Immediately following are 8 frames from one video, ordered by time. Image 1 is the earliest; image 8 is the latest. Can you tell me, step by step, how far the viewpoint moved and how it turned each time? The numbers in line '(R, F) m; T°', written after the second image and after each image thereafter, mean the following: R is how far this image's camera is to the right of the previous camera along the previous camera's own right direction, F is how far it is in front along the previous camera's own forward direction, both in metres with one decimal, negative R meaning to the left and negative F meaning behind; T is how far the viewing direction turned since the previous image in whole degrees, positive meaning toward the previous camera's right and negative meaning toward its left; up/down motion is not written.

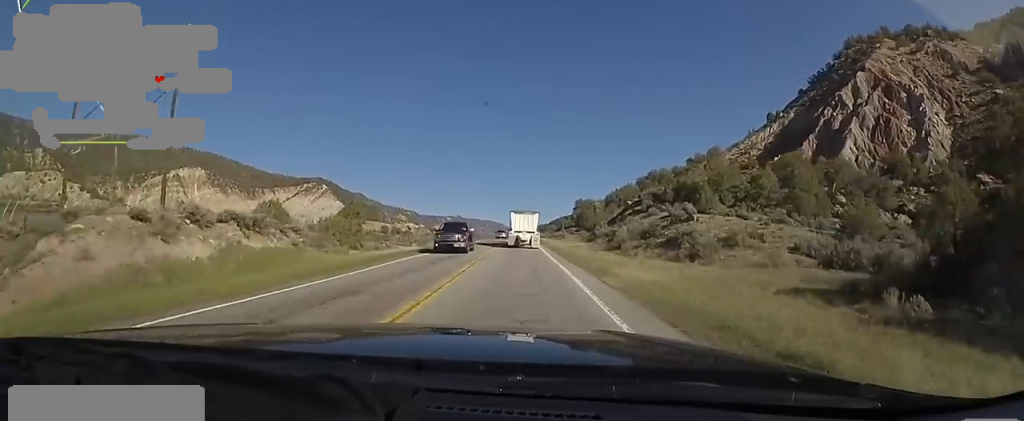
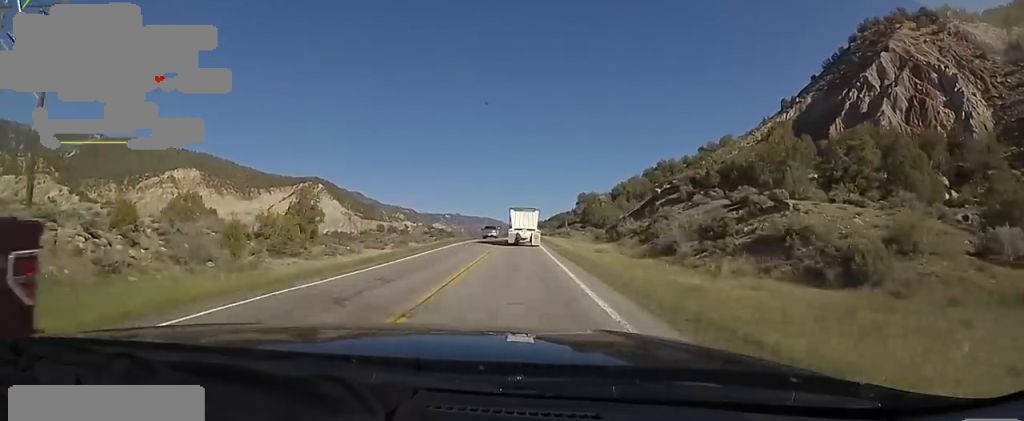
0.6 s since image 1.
(+0.5, +13.4) m; 0°
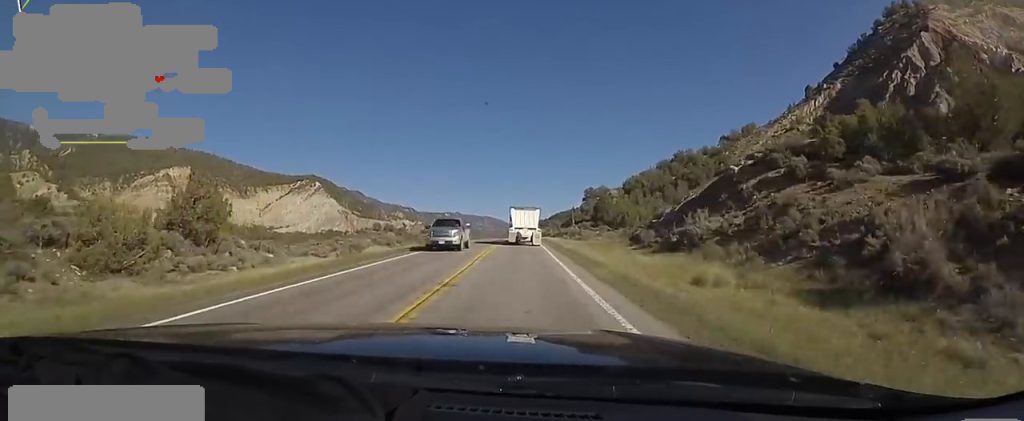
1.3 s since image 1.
(-0.2, +17.2) m; -1°
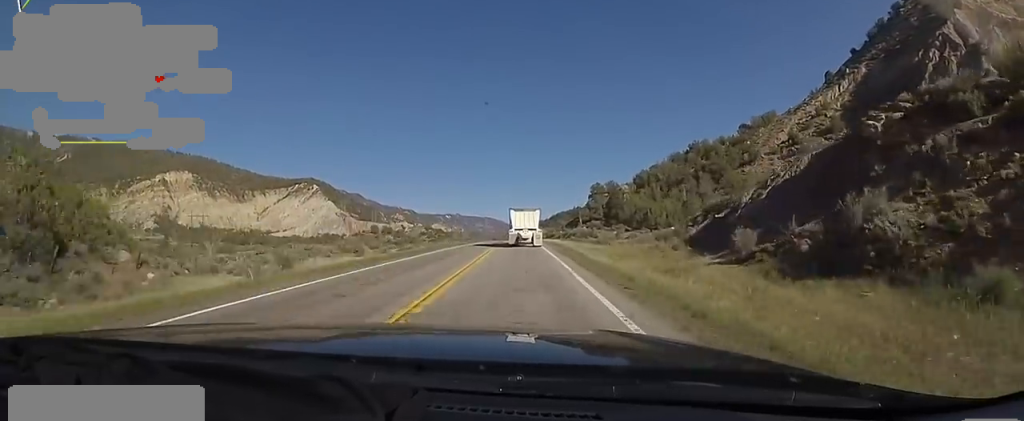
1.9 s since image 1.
(-0.2, +13.2) m; -1°
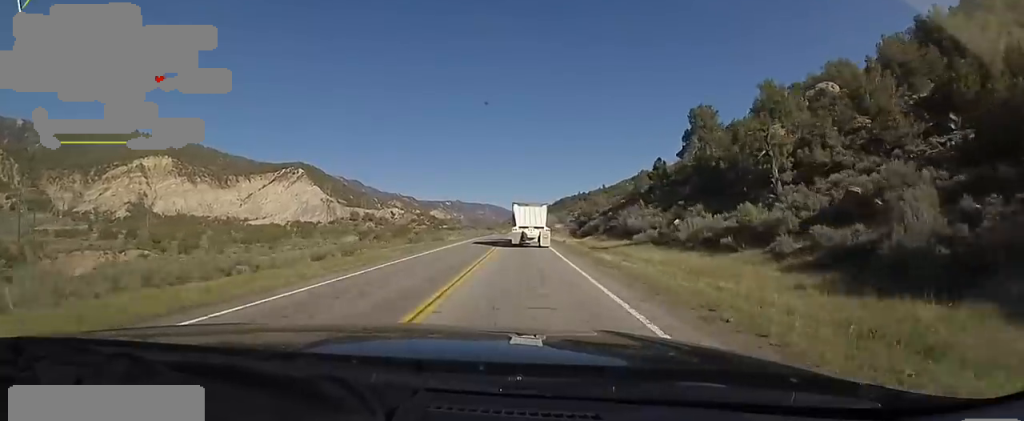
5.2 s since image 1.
(+0.5, +76.6) m; +1°
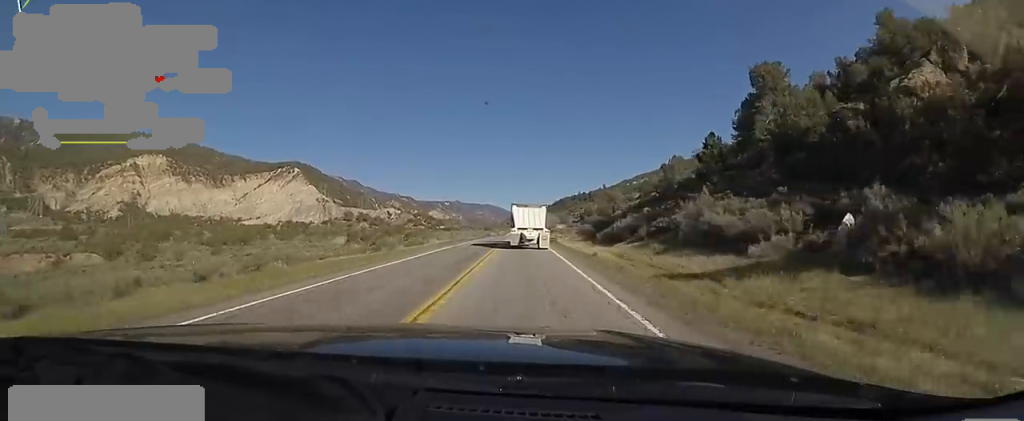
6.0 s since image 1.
(+0.8, +16.5) m; +1°
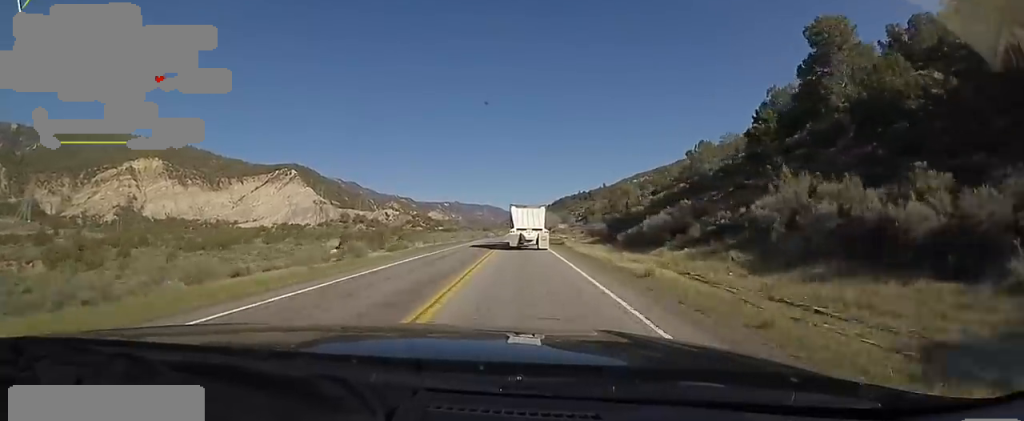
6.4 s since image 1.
(-0.4, +9.7) m; 0°
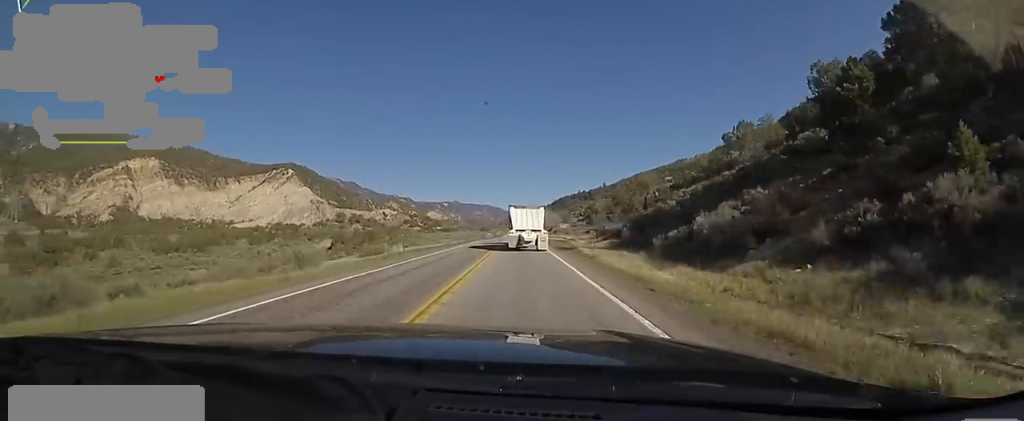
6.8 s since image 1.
(-0.4, +9.7) m; 0°
